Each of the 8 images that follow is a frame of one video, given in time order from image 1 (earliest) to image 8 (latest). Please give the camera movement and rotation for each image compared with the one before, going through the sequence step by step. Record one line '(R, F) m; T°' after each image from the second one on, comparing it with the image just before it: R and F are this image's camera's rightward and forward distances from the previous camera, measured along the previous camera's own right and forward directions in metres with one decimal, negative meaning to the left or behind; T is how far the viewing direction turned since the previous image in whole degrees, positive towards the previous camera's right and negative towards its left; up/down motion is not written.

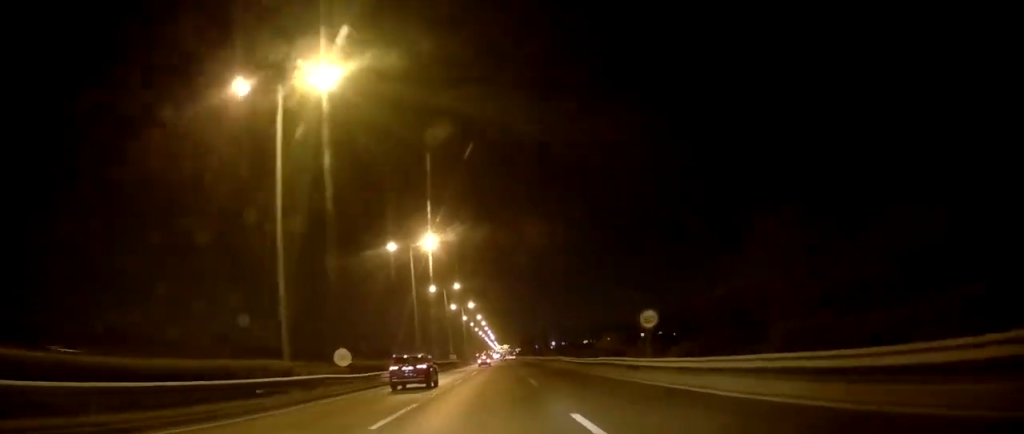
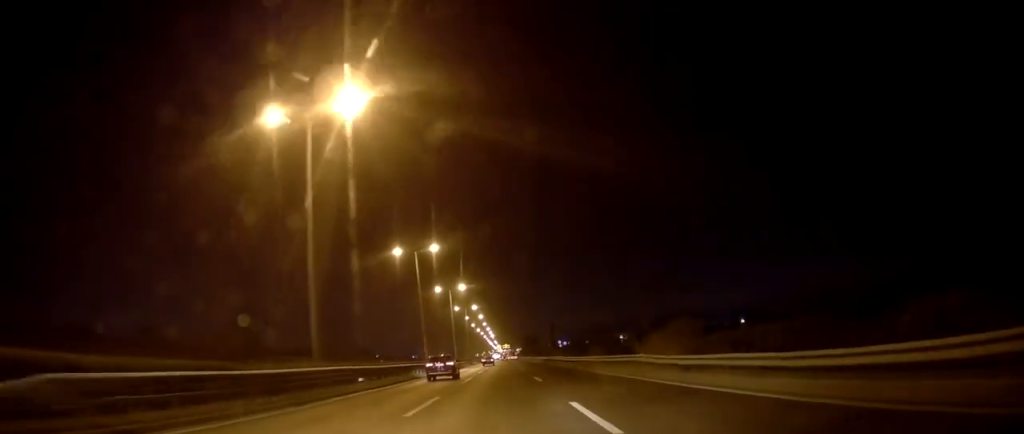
(-0.1, +33.1) m; 0°
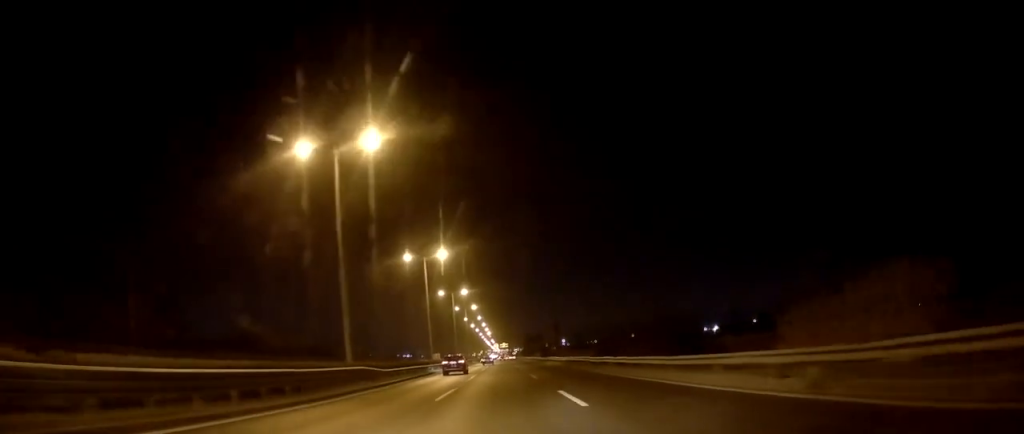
(0.0, +31.2) m; 0°
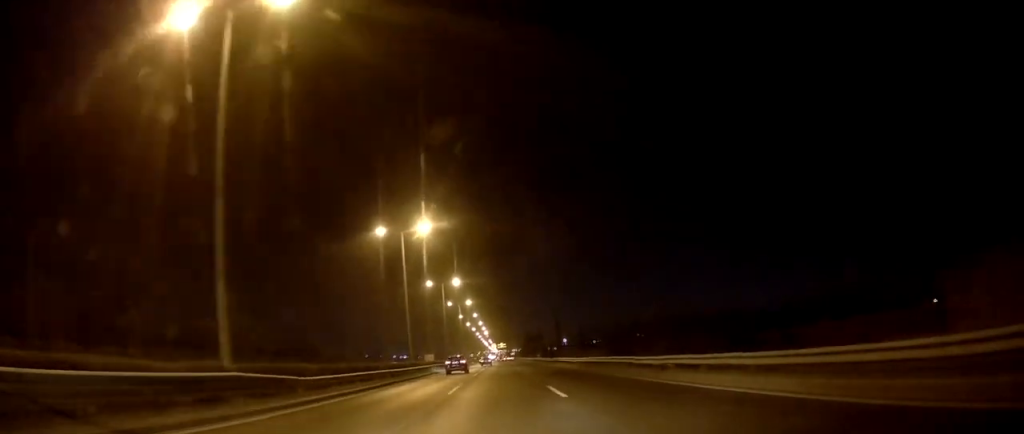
(-0.1, +14.1) m; 0°
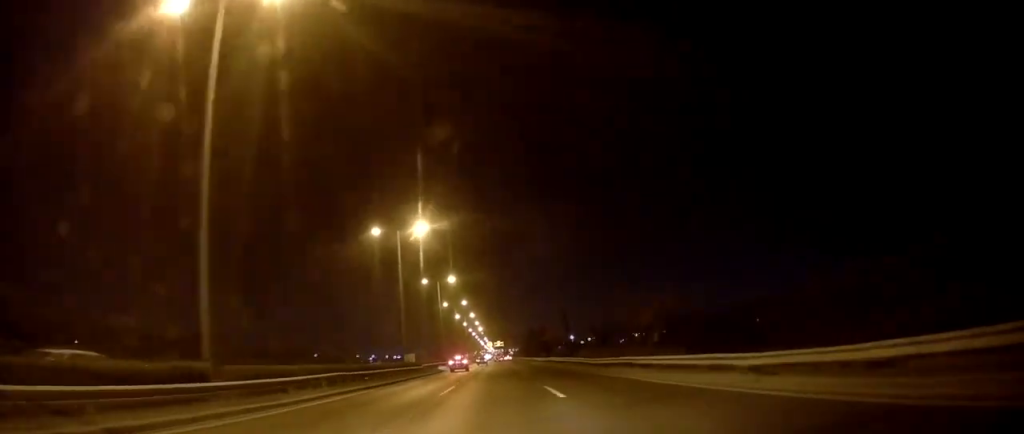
(+0.3, +36.4) m; 0°
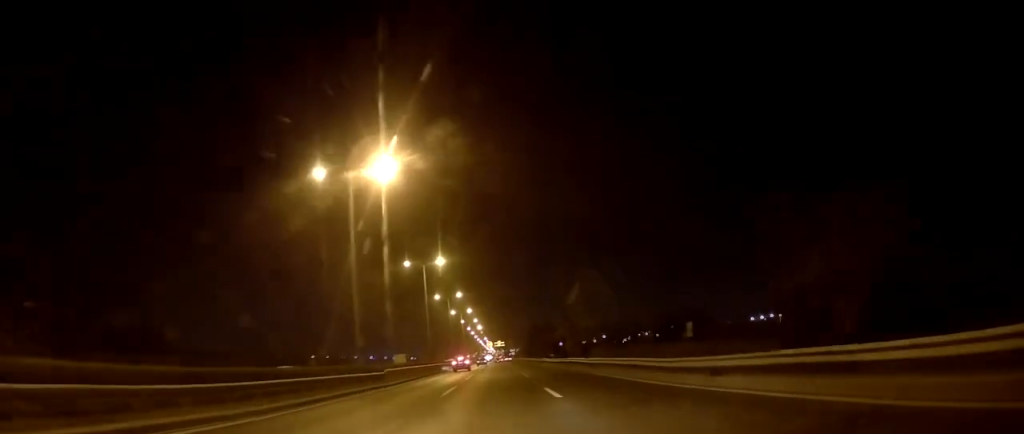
(-0.1, +17.0) m; 0°
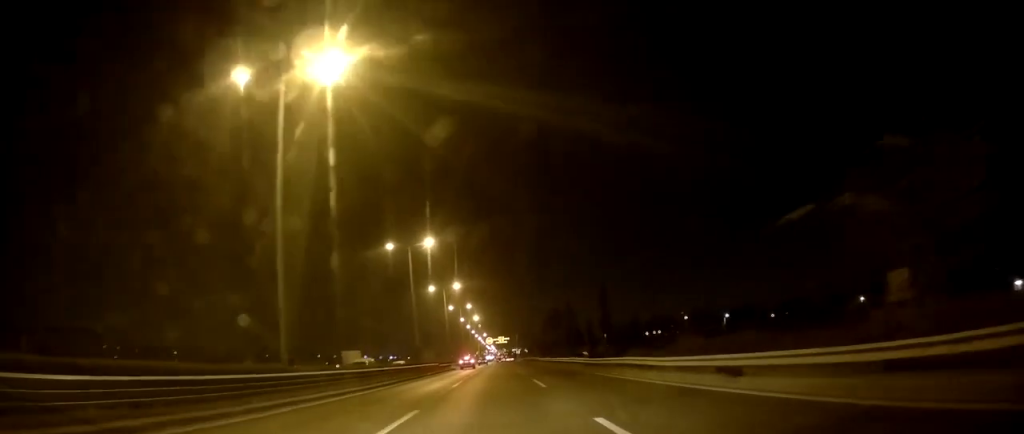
(-0.7, +47.9) m; 0°
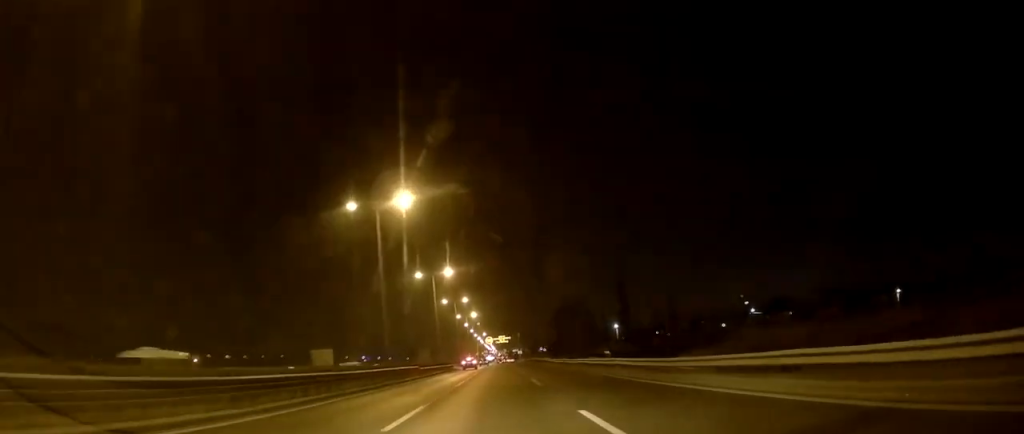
(+0.4, +15.9) m; +1°
